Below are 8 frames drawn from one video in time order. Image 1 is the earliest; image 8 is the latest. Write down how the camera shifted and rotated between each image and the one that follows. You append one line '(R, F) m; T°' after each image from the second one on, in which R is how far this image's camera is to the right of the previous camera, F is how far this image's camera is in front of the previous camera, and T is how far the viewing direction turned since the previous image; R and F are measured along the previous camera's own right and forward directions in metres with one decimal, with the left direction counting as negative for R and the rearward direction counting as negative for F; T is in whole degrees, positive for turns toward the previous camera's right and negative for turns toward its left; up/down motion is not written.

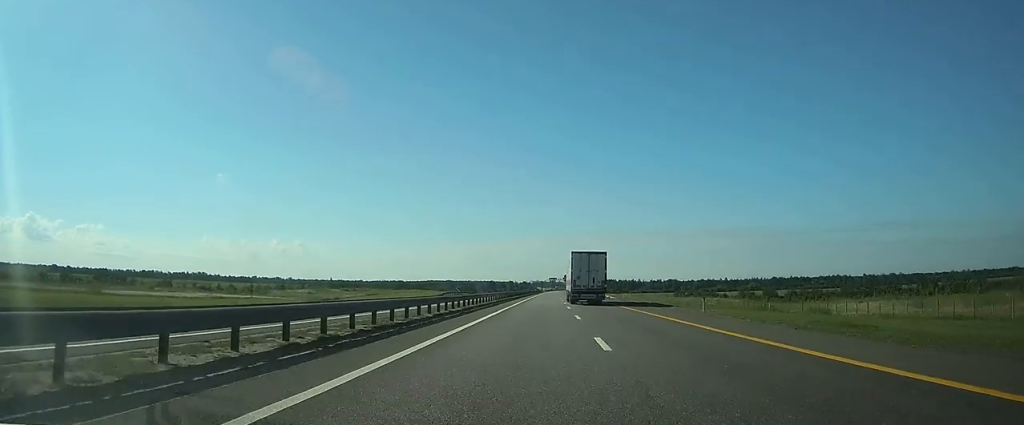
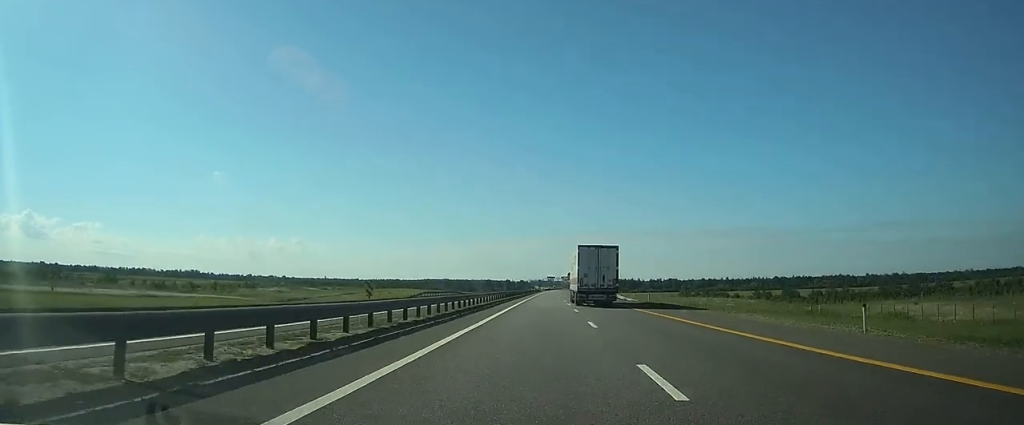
(0.0, +17.2) m; 0°
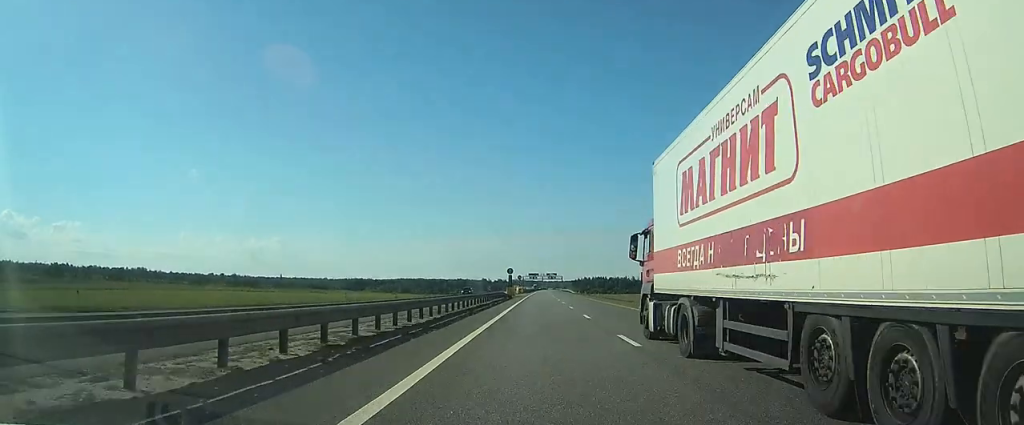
(+1.9, +113.6) m; +2°
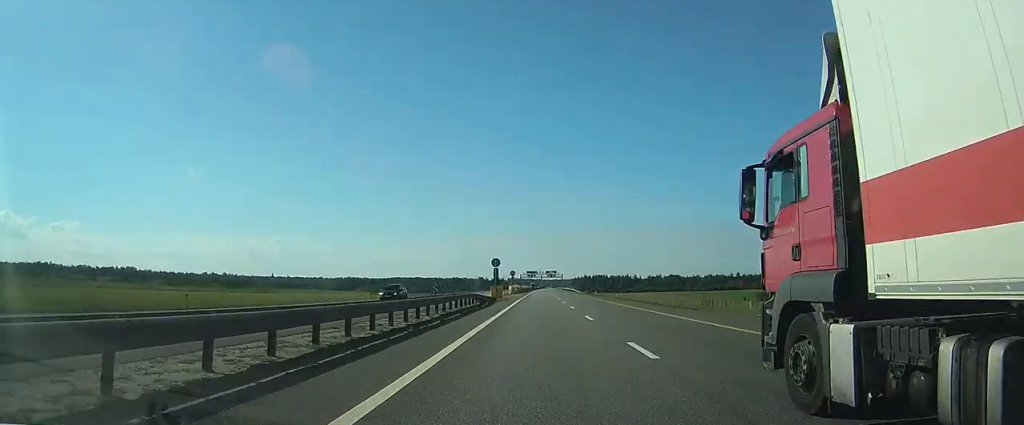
(0.0, +26.1) m; 0°
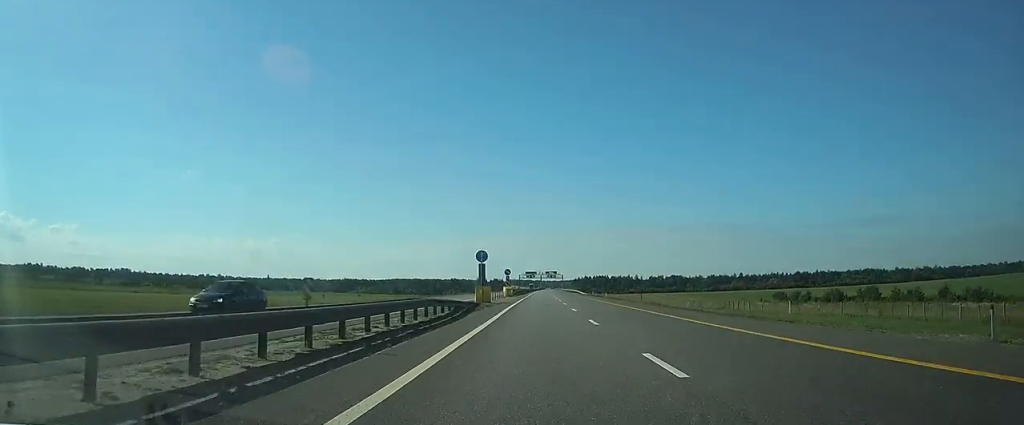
(0.0, +14.1) m; 0°
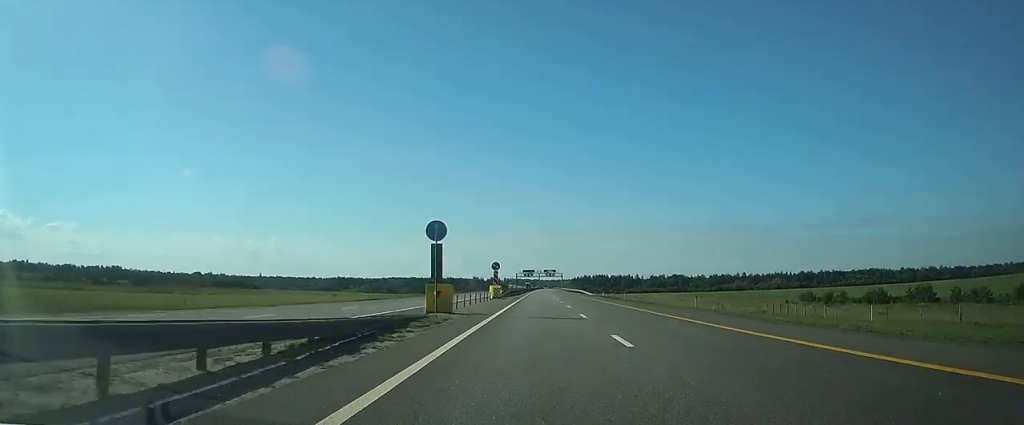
(0.0, +19.6) m; 0°
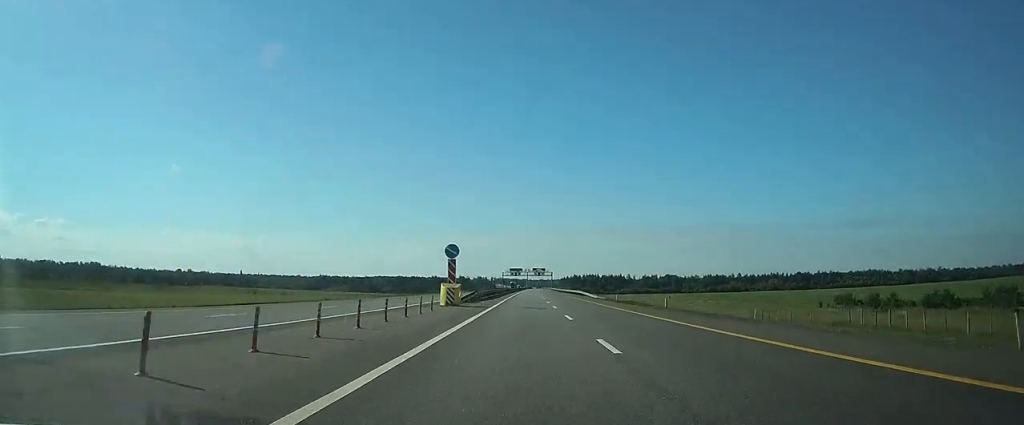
(+0.1, +25.1) m; 0°
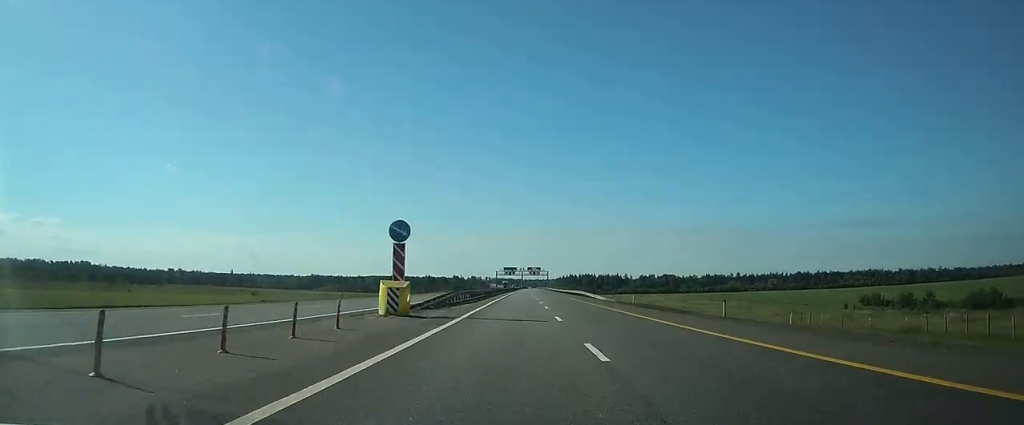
(0.0, +13.2) m; 0°
